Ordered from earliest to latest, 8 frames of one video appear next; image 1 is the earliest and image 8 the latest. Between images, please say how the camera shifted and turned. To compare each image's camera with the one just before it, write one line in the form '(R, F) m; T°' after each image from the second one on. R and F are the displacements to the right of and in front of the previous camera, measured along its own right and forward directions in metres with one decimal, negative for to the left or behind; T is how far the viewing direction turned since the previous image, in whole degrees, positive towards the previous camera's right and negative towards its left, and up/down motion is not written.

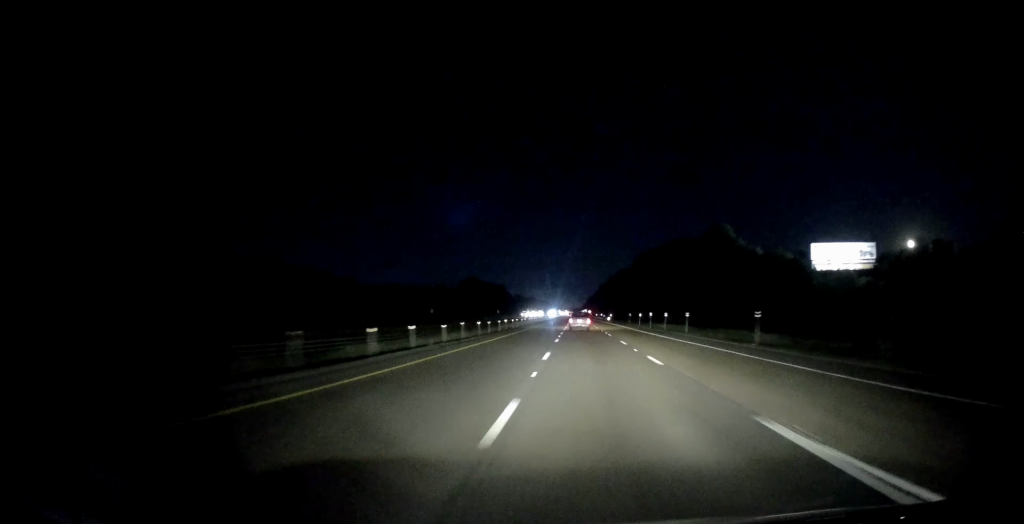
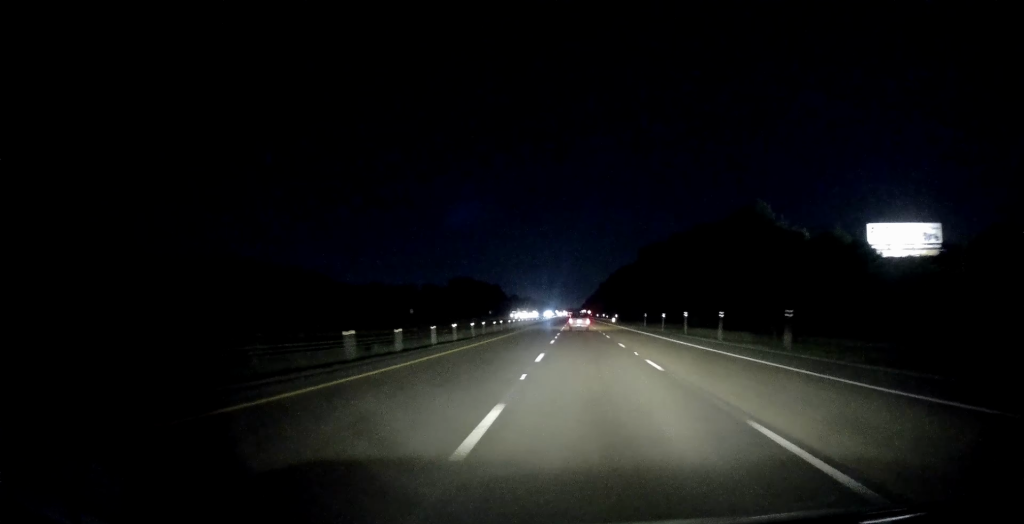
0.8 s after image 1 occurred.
(+1.2, +26.0) m; +1°
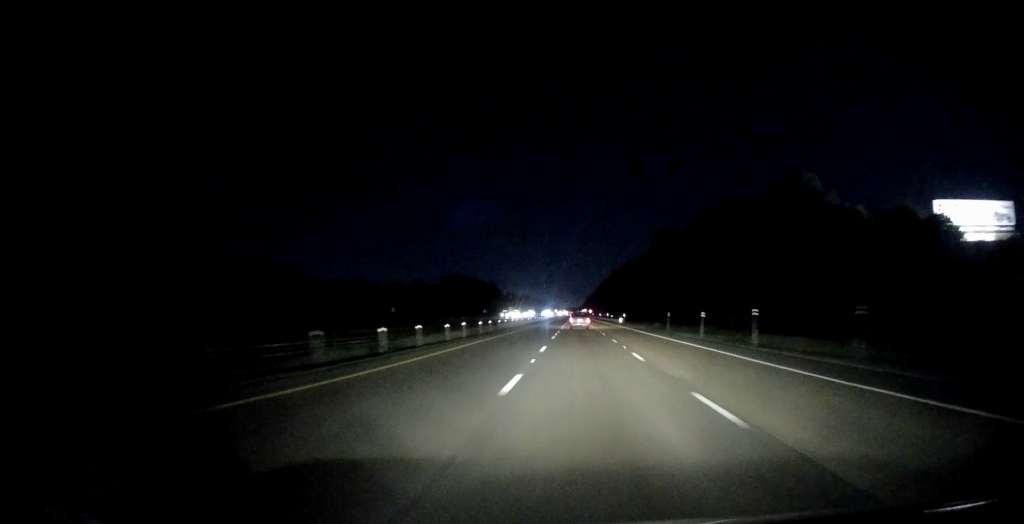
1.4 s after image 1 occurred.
(-0.1, +20.6) m; 0°
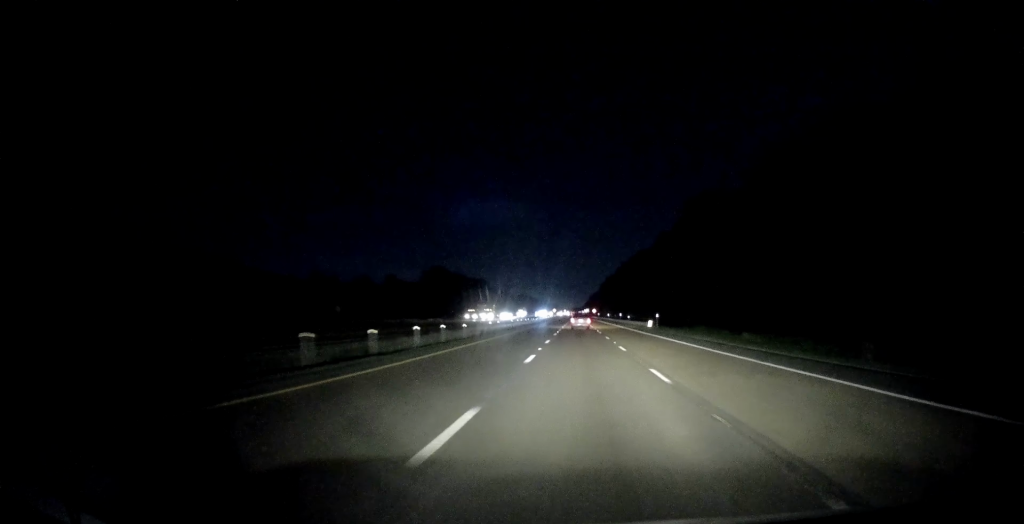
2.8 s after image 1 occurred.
(0.0, +43.2) m; -1°
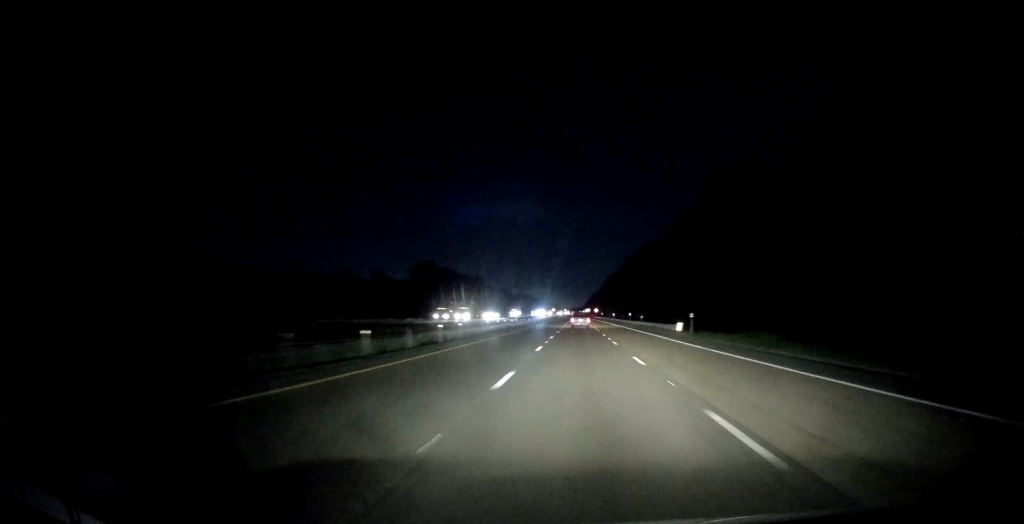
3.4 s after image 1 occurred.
(-0.2, +19.4) m; 0°
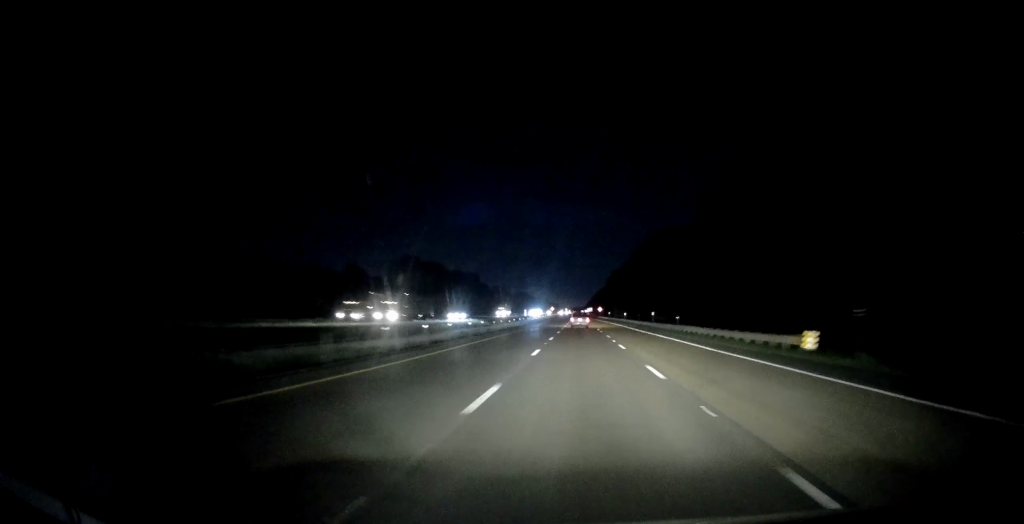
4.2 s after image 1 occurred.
(-0.3, +28.0) m; 0°
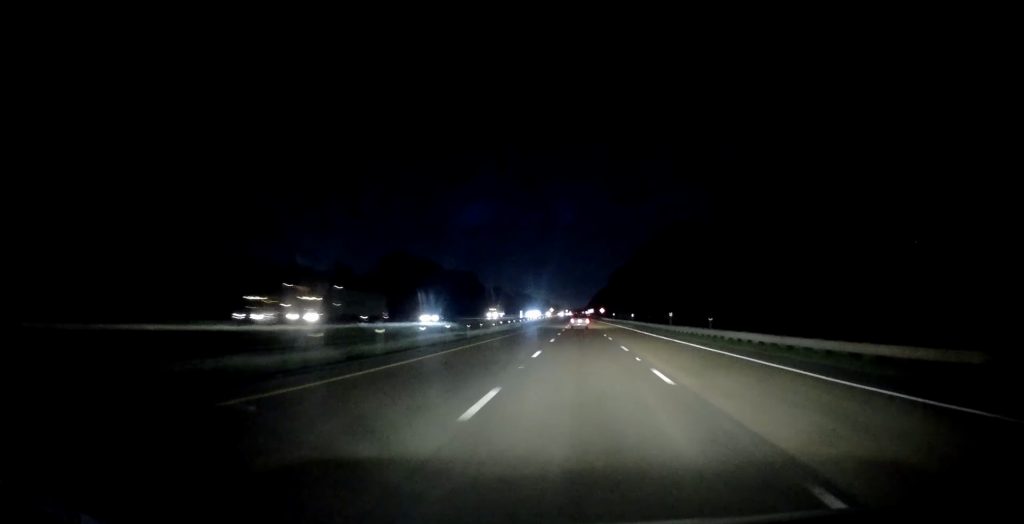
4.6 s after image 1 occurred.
(+0.1, +13.0) m; +1°
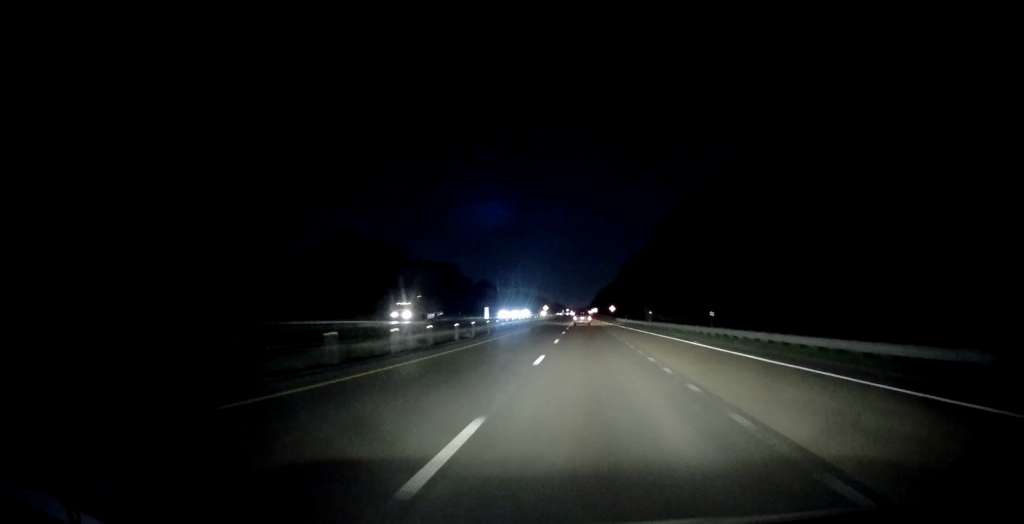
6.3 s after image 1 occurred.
(+0.5, +54.1) m; 0°
